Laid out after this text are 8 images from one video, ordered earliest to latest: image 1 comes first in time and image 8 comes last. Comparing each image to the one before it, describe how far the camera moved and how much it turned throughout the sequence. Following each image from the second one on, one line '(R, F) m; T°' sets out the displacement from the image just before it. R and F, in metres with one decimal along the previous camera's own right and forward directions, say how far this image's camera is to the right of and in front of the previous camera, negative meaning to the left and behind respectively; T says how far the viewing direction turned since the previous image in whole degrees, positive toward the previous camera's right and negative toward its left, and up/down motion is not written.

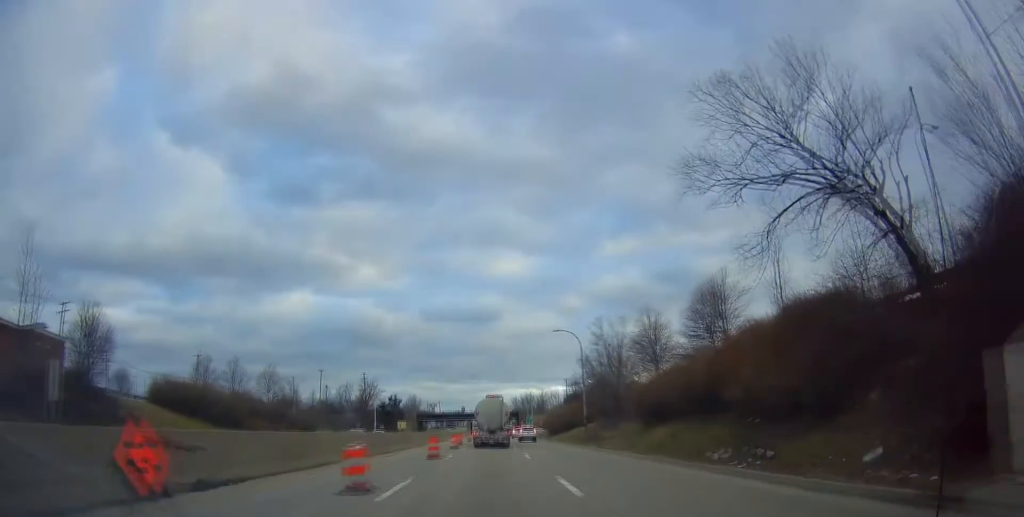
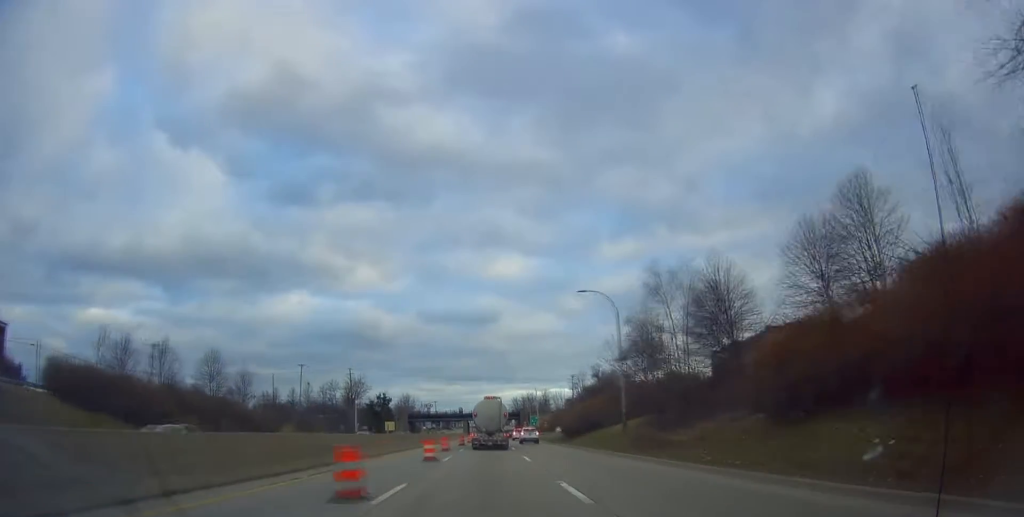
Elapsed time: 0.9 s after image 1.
(0.0, +16.8) m; -1°
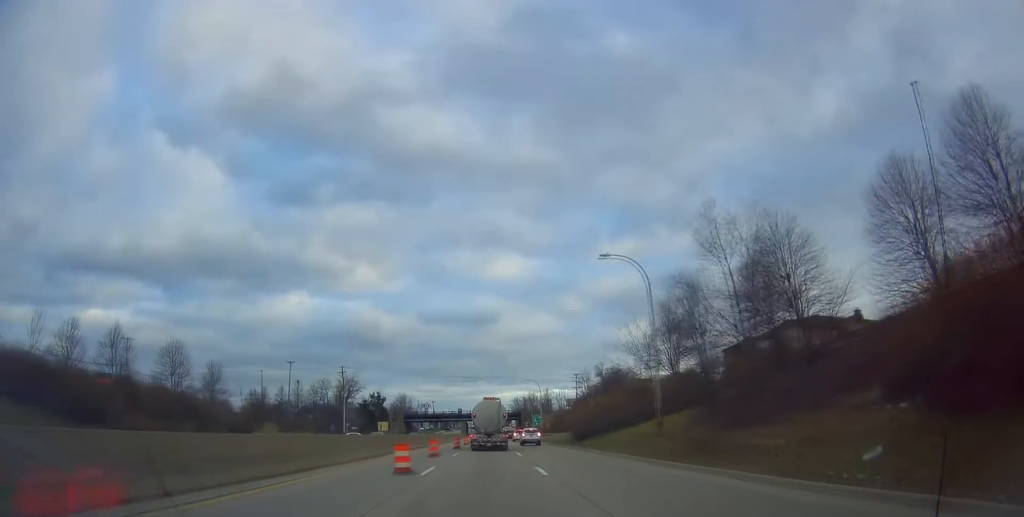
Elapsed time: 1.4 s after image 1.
(-0.1, +8.3) m; +1°
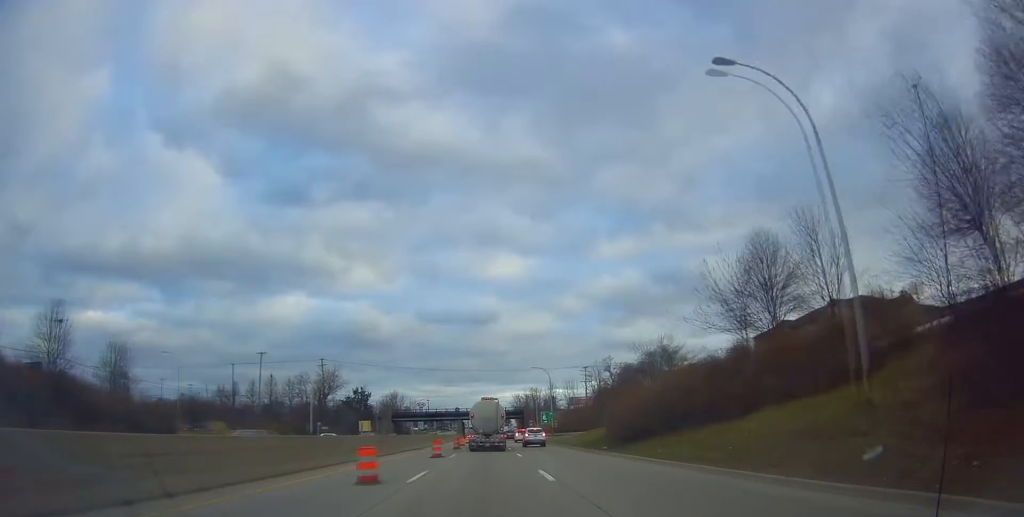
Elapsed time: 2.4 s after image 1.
(+0.3, +18.3) m; +2°
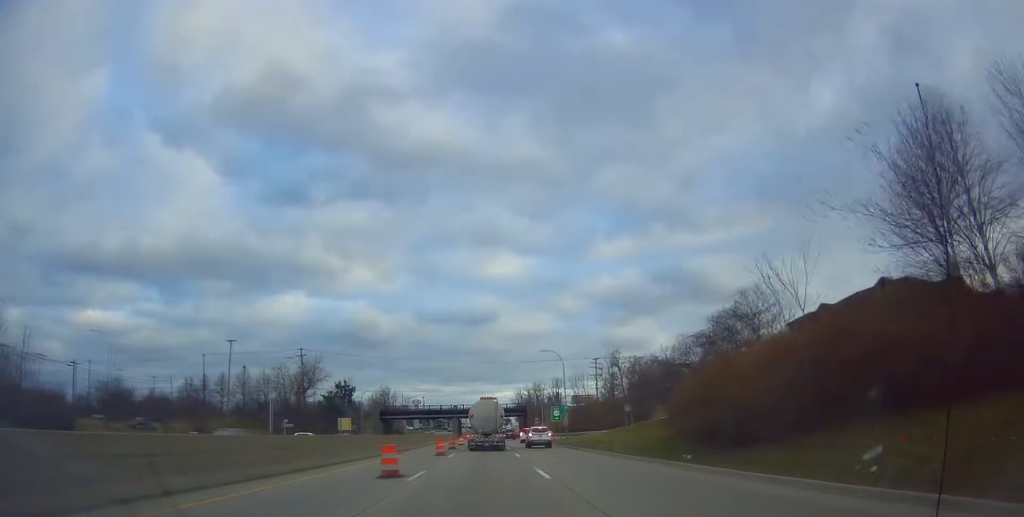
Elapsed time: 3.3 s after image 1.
(+0.3, +15.2) m; 0°
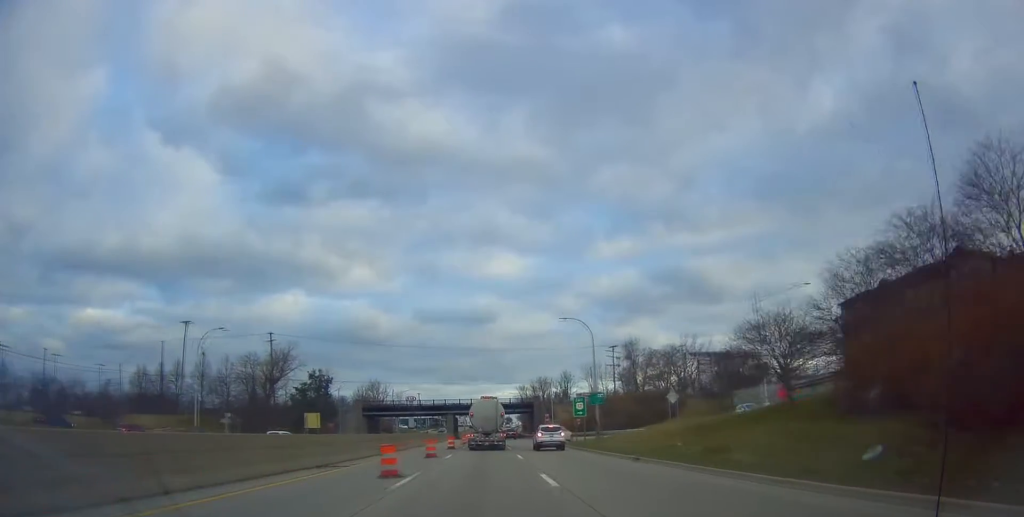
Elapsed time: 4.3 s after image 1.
(-0.5, +18.0) m; 0°
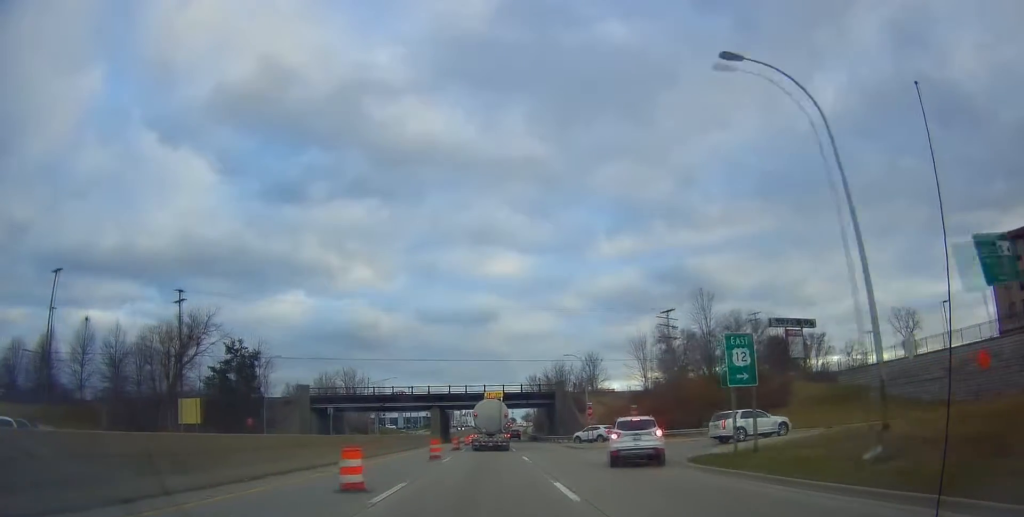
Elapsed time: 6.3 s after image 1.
(+0.2, +34.0) m; 0°
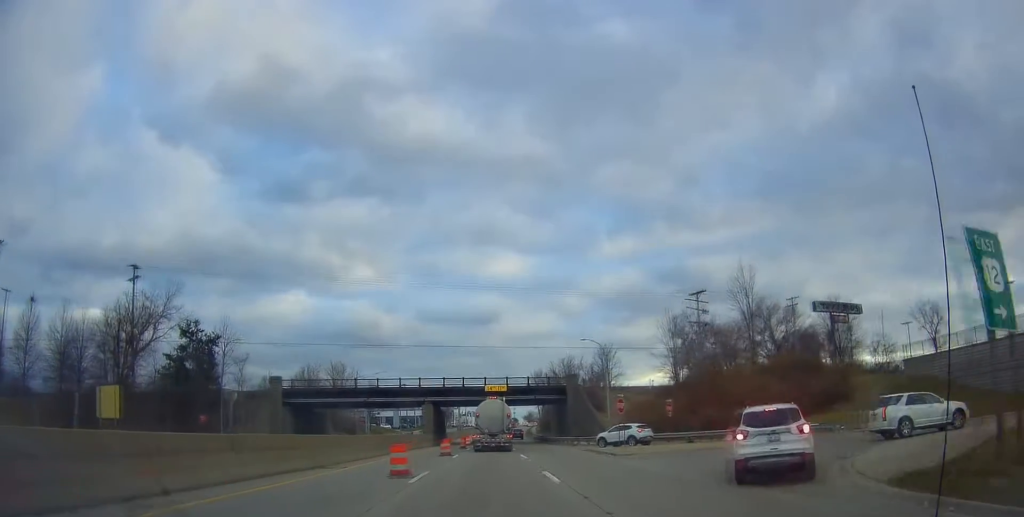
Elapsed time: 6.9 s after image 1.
(+0.3, +11.3) m; 0°
